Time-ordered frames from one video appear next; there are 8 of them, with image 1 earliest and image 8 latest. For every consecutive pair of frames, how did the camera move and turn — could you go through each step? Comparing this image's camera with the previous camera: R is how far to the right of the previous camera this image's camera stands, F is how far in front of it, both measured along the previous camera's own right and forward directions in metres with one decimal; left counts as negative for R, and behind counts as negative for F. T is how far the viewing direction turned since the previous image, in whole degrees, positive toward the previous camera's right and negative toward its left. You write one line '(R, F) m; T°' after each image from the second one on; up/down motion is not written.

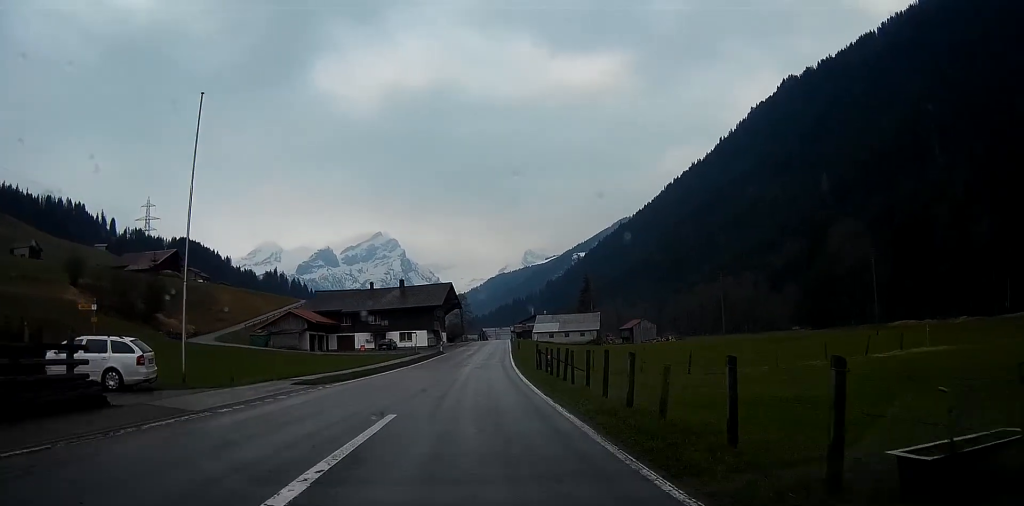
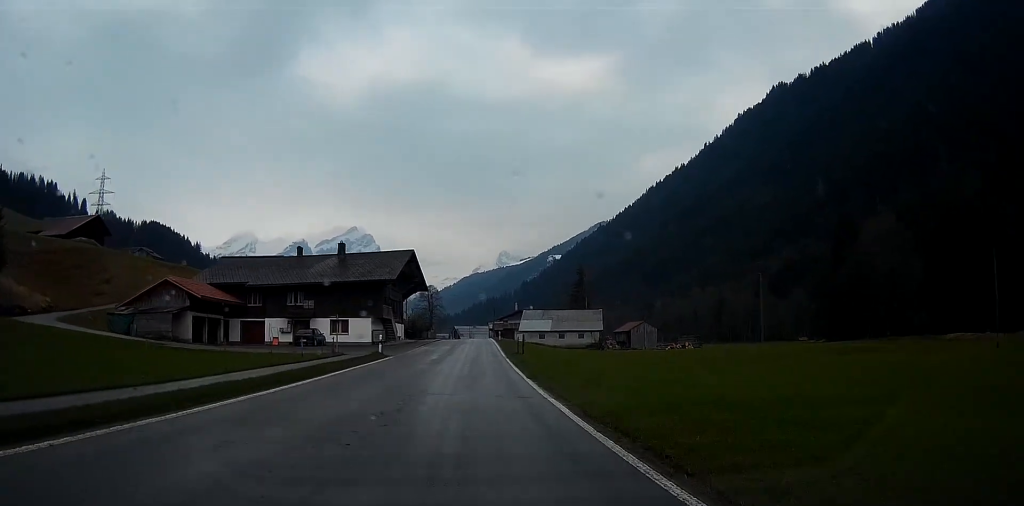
(+0.8, +31.6) m; +2°
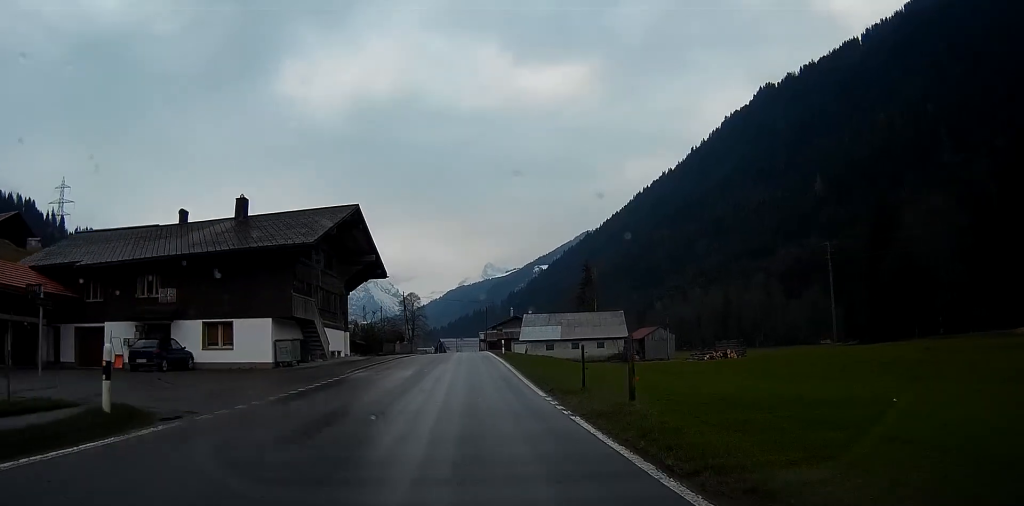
(+0.4, +27.7) m; +1°
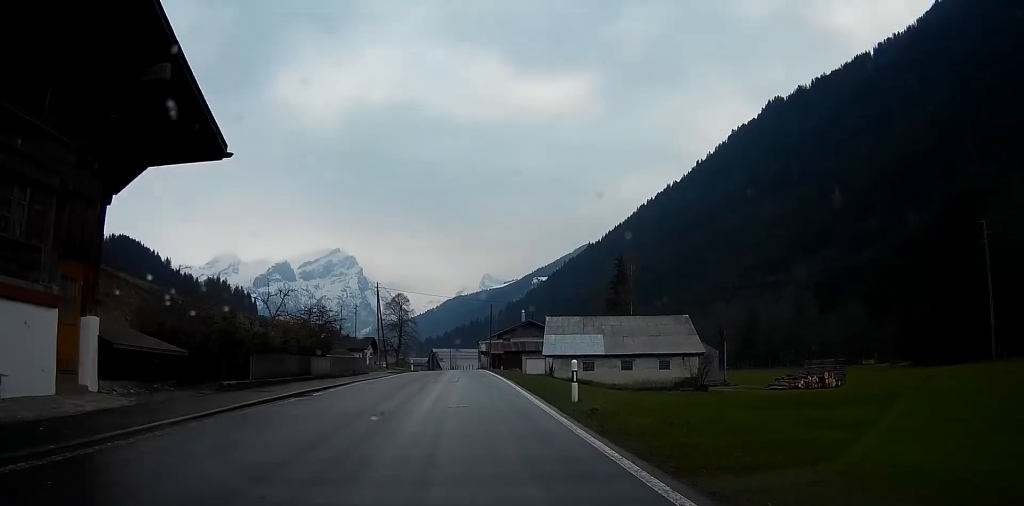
(+0.1, +32.2) m; 0°
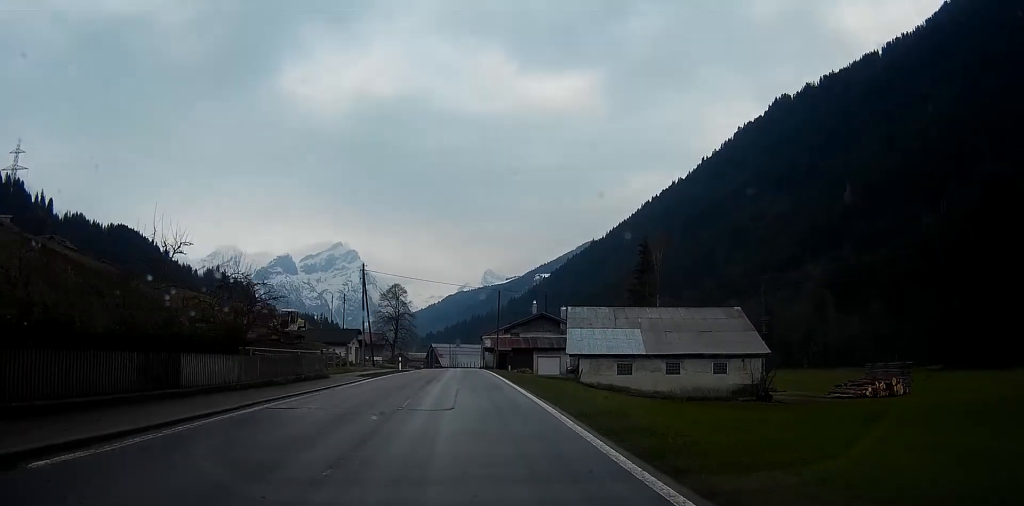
(0.0, +13.8) m; 0°
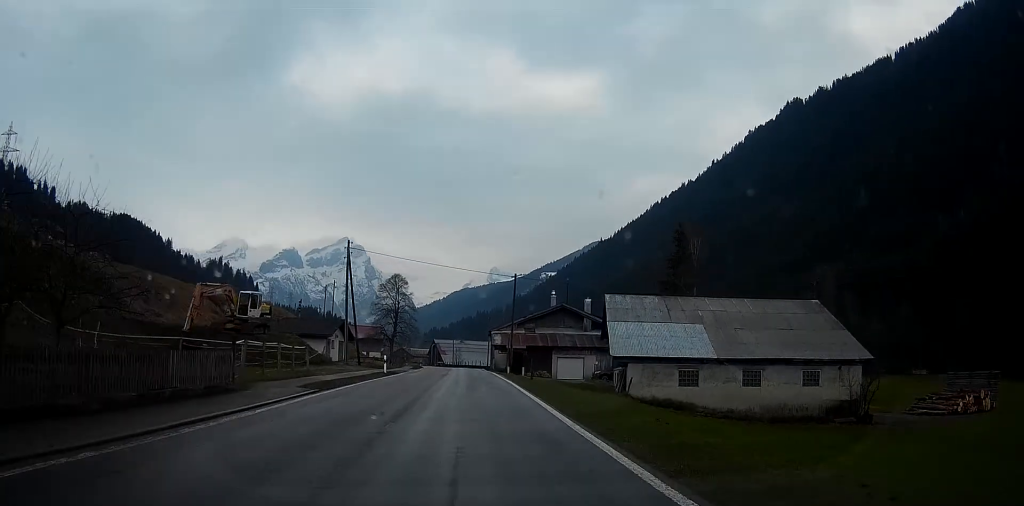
(0.0, +13.1) m; 0°
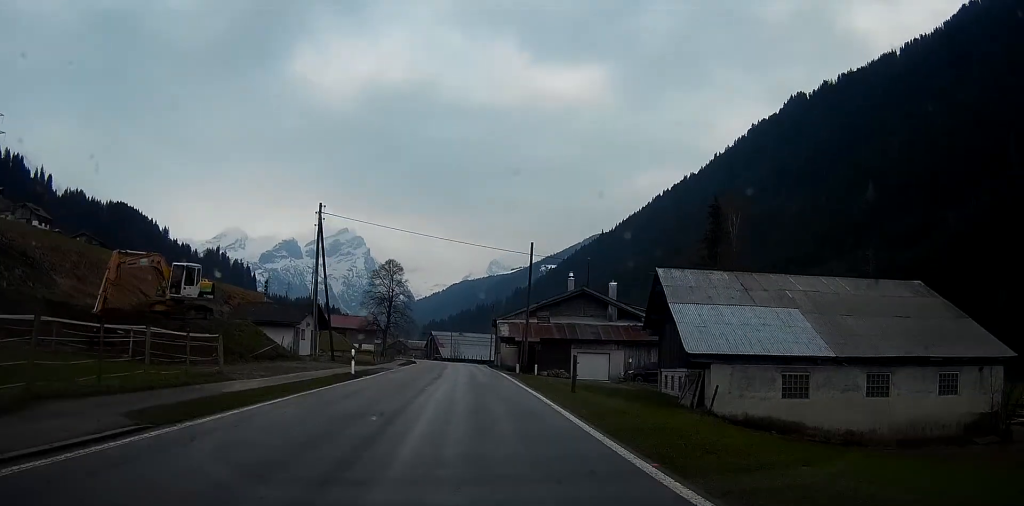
(0.0, +12.0) m; 0°
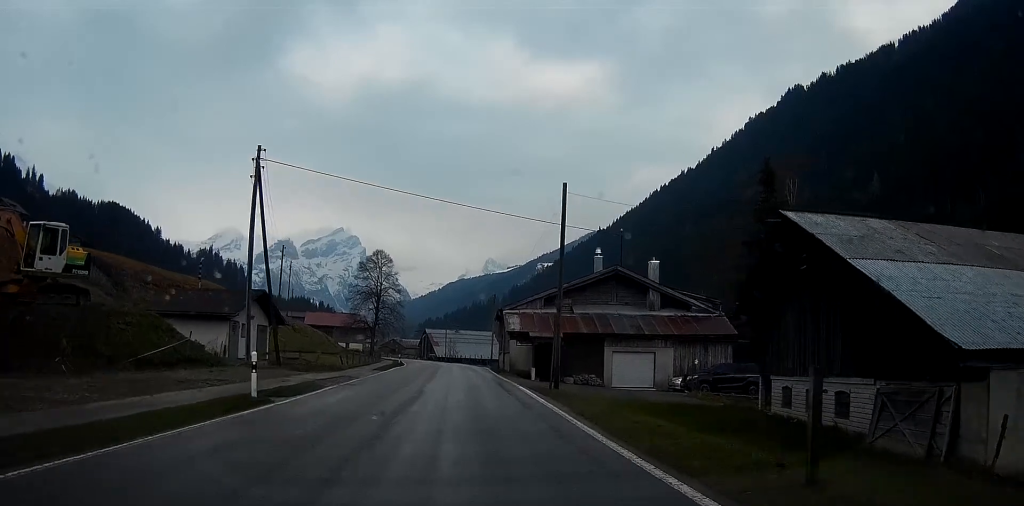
(0.0, +13.9) m; 0°
